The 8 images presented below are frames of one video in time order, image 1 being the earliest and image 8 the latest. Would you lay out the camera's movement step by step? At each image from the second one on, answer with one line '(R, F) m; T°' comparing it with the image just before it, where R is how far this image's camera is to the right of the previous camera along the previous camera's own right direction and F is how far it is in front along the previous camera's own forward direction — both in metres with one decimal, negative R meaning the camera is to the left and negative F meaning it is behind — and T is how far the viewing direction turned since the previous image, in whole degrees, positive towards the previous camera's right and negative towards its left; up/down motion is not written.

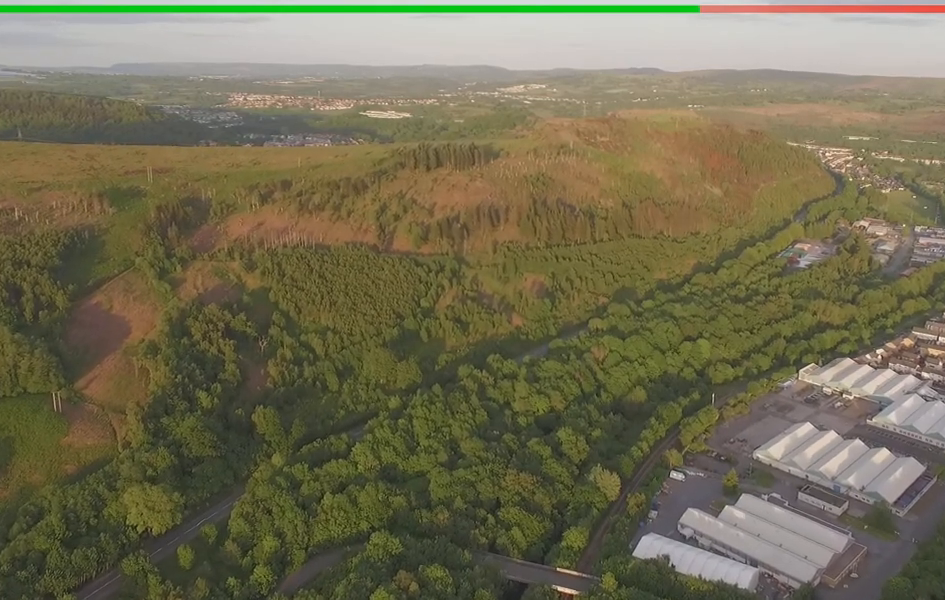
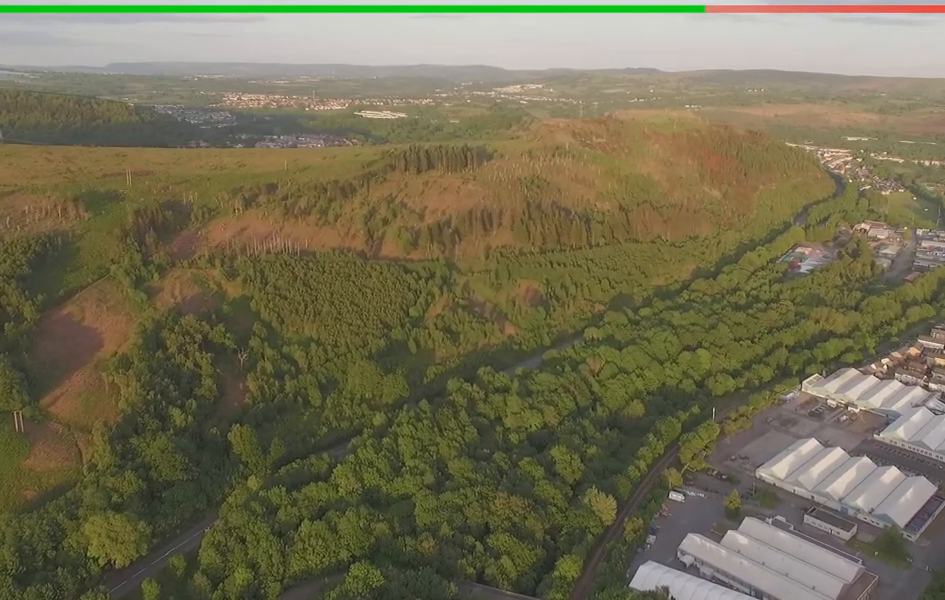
(+0.3, +20.0) m; +1°
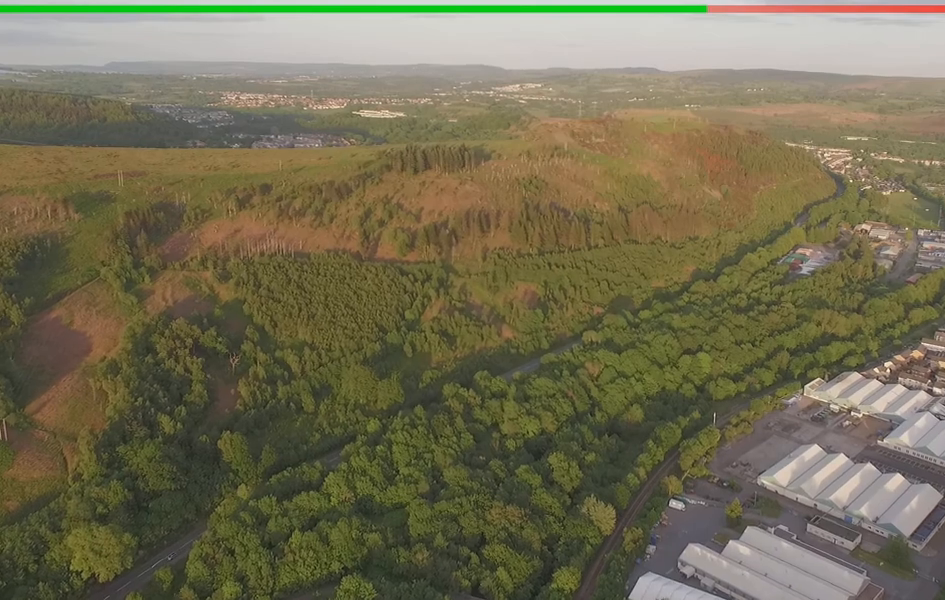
(0.0, +9.2) m; 0°
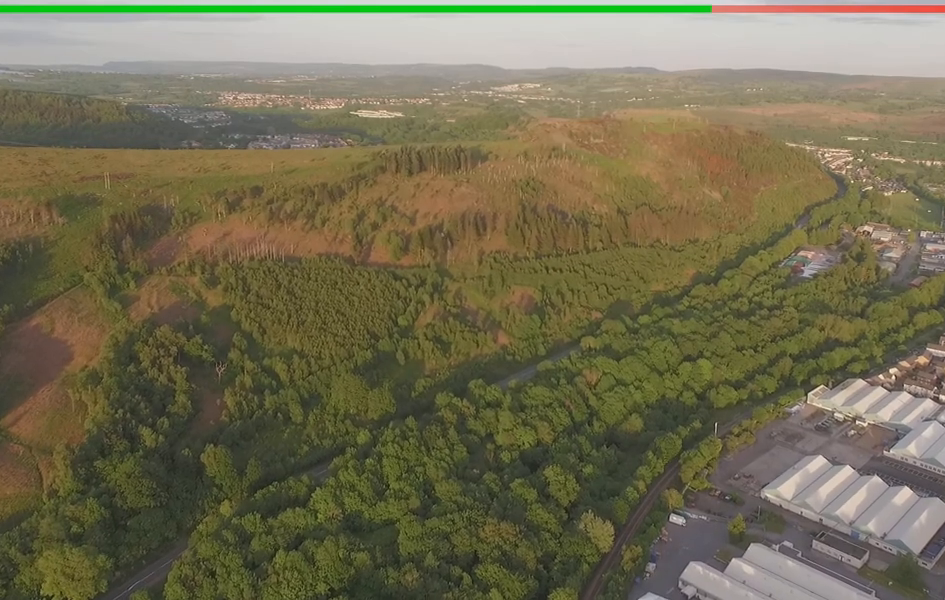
(-0.1, +13.8) m; 0°
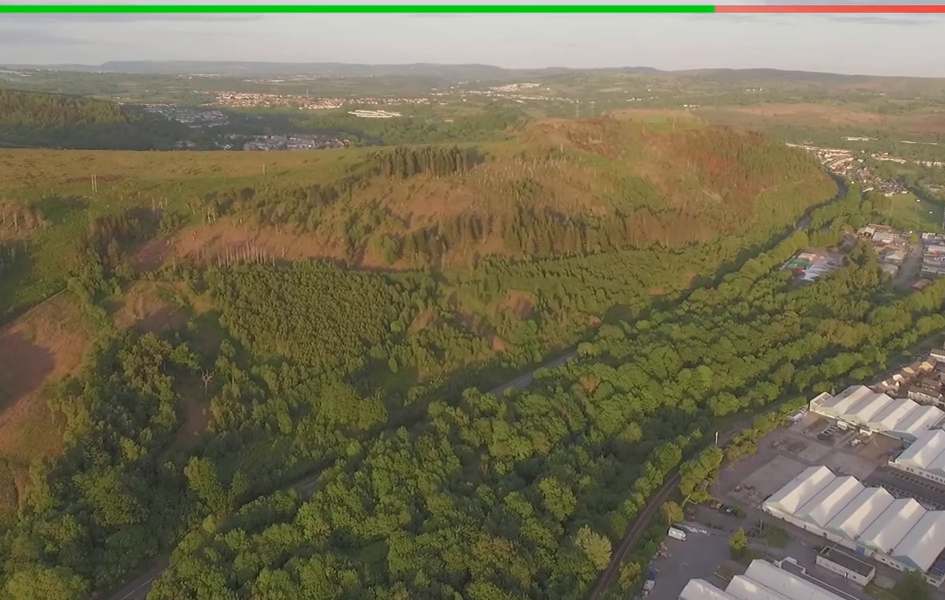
(0.0, +10.2) m; -1°
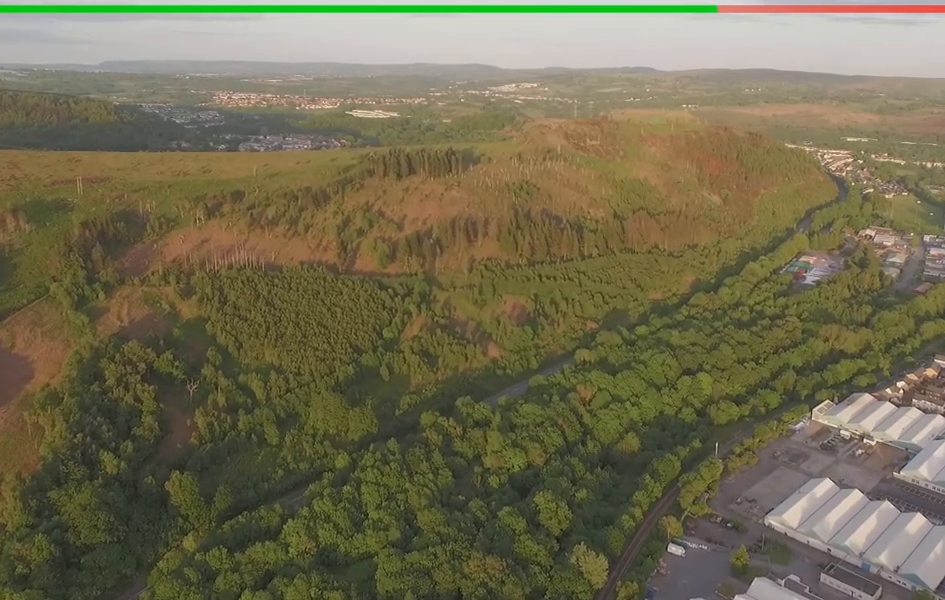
(-0.2, +12.1) m; -1°
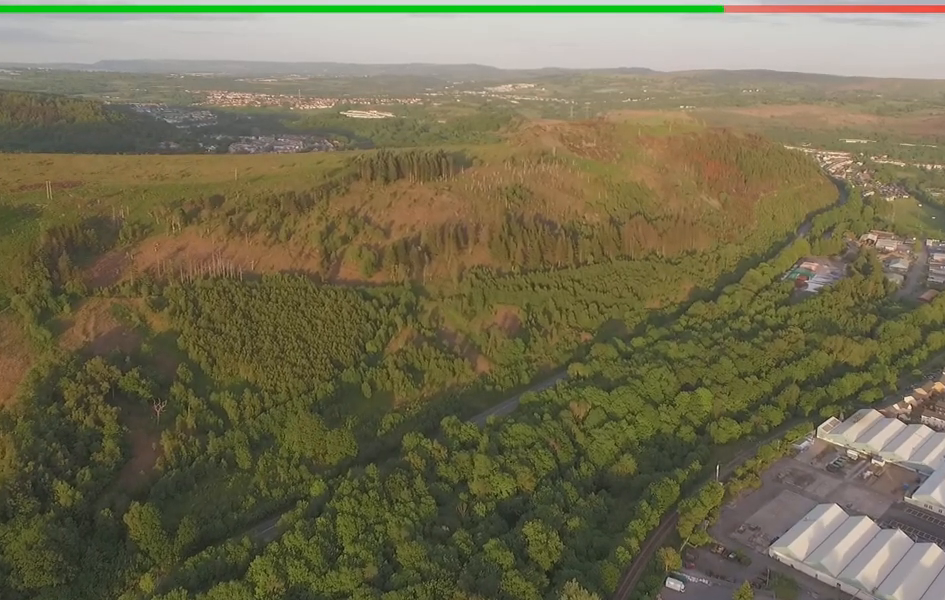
(-0.5, +25.3) m; -2°
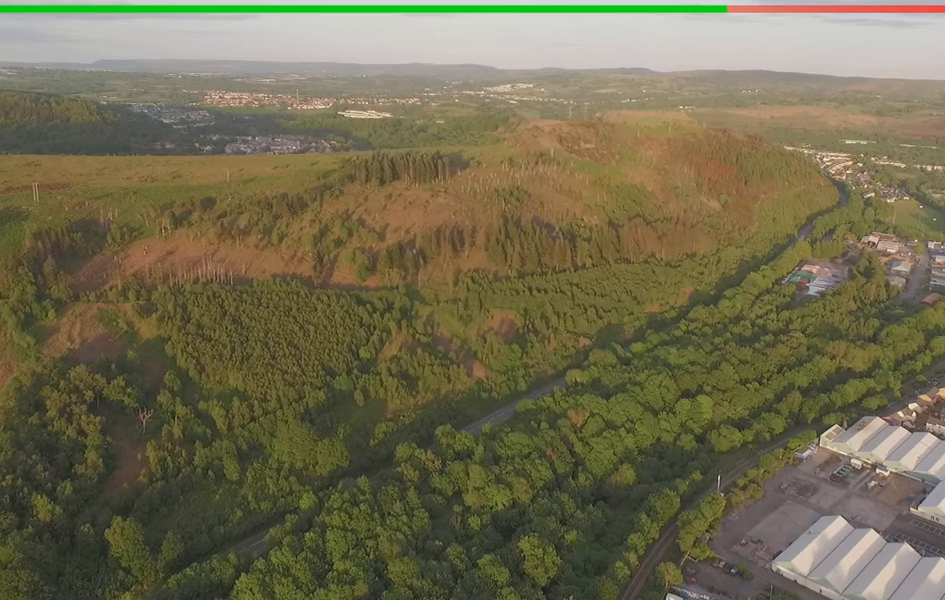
(0.0, +10.8) m; 0°
